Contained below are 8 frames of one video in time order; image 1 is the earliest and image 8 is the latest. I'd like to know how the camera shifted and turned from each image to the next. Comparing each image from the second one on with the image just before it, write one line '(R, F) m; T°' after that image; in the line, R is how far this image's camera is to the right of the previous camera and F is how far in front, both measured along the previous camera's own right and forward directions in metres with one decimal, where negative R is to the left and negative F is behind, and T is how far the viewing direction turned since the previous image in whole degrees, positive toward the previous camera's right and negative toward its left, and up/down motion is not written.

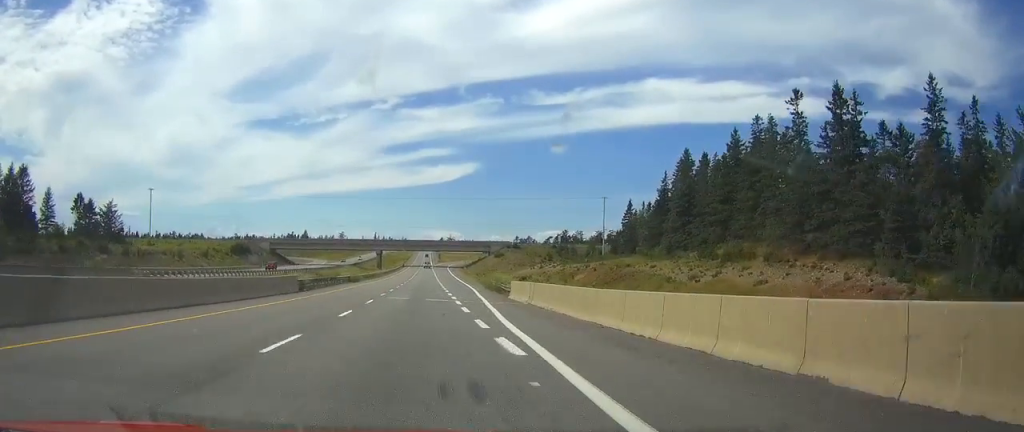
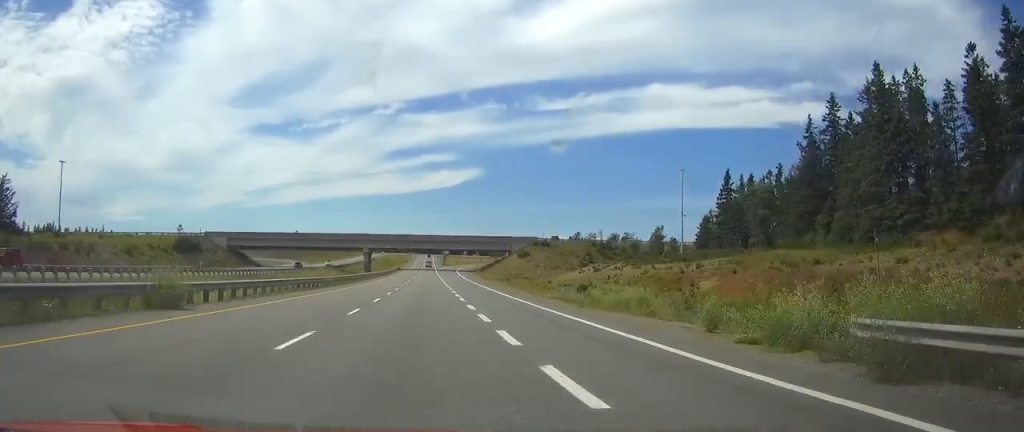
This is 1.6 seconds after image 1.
(0.0, +54.2) m; 0°
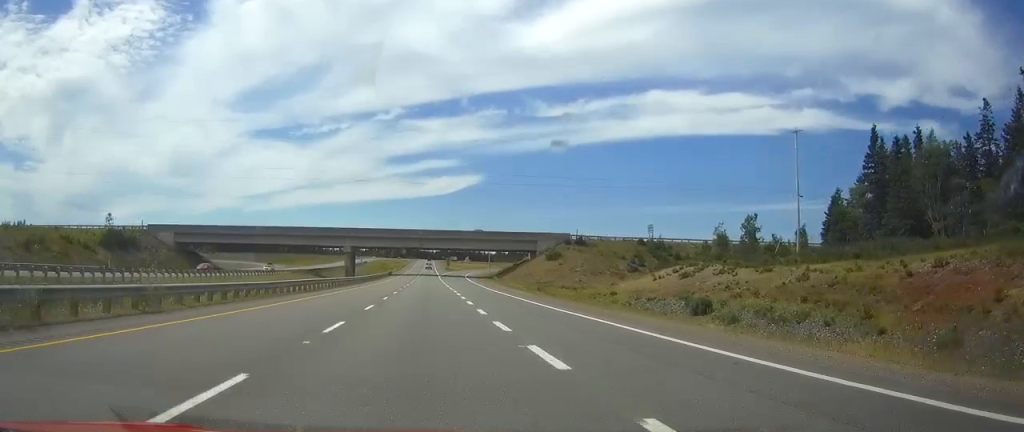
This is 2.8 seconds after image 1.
(-0.2, +41.4) m; 0°
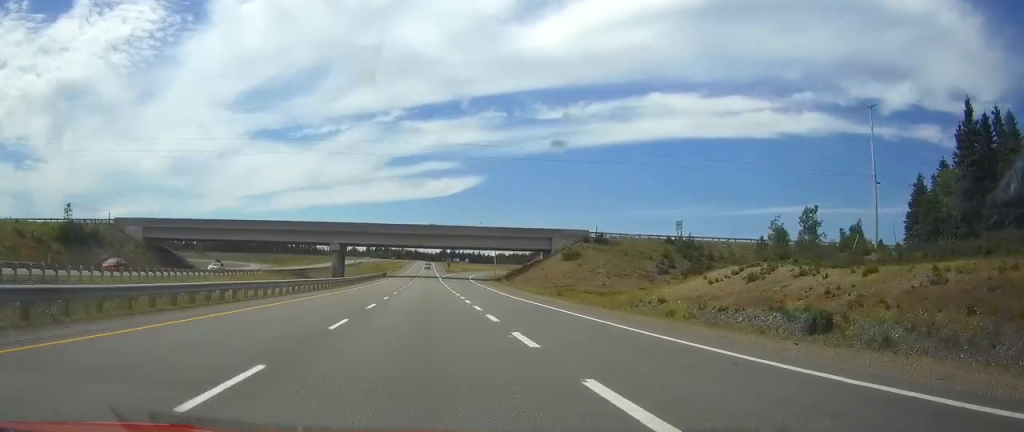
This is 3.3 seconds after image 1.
(0.0, +17.2) m; 0°
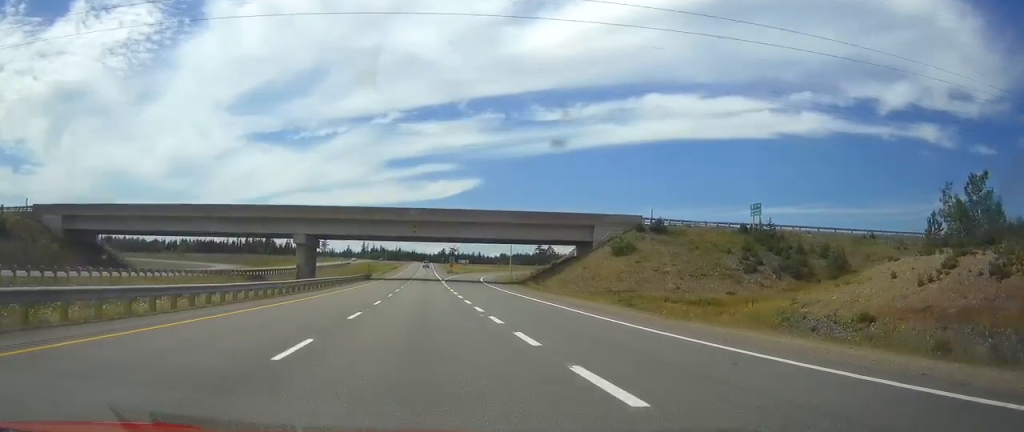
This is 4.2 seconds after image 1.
(+0.1, +32.1) m; 0°
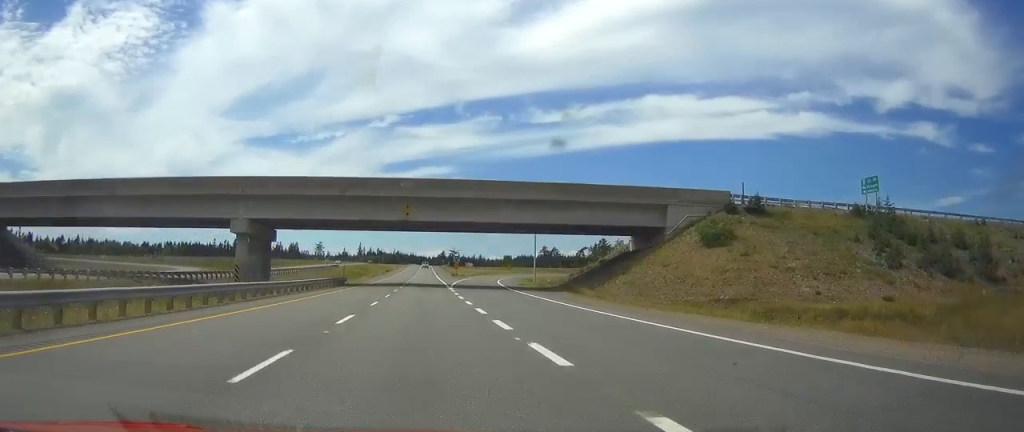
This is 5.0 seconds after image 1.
(+0.1, +28.7) m; 0°
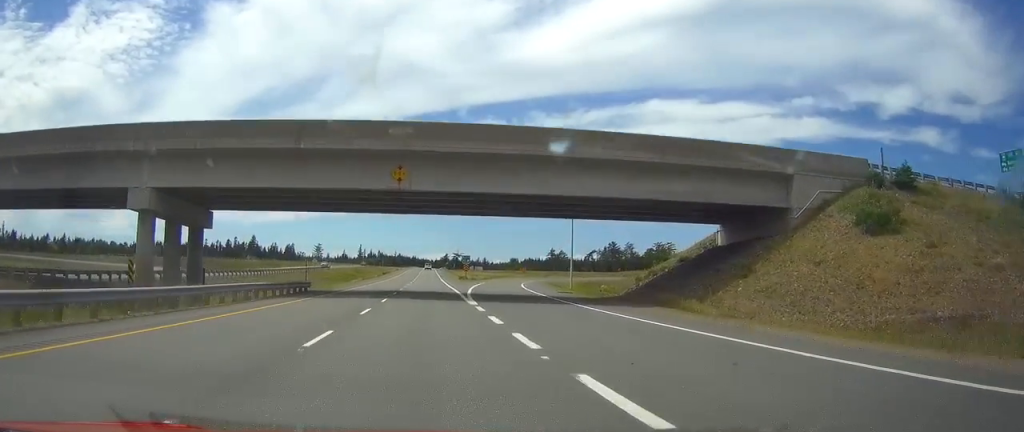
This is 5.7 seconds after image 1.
(0.0, +22.9) m; 0°
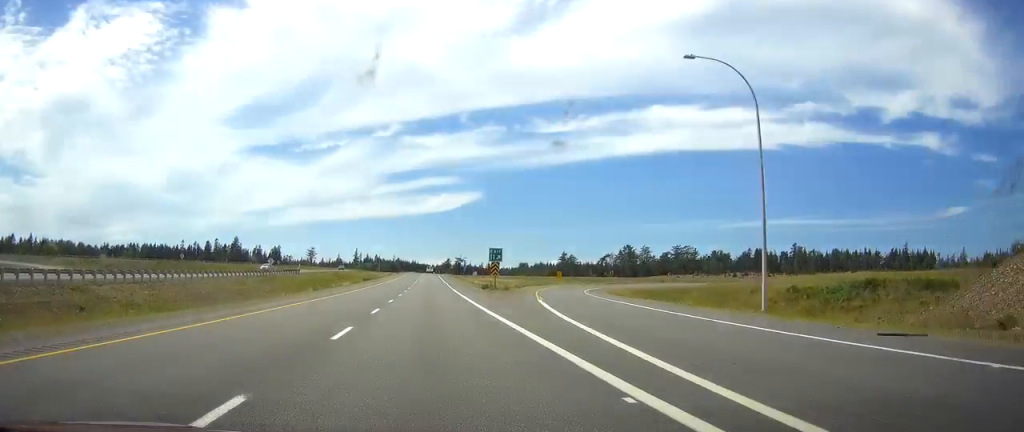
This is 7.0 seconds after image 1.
(-0.1, +43.4) m; 0°
